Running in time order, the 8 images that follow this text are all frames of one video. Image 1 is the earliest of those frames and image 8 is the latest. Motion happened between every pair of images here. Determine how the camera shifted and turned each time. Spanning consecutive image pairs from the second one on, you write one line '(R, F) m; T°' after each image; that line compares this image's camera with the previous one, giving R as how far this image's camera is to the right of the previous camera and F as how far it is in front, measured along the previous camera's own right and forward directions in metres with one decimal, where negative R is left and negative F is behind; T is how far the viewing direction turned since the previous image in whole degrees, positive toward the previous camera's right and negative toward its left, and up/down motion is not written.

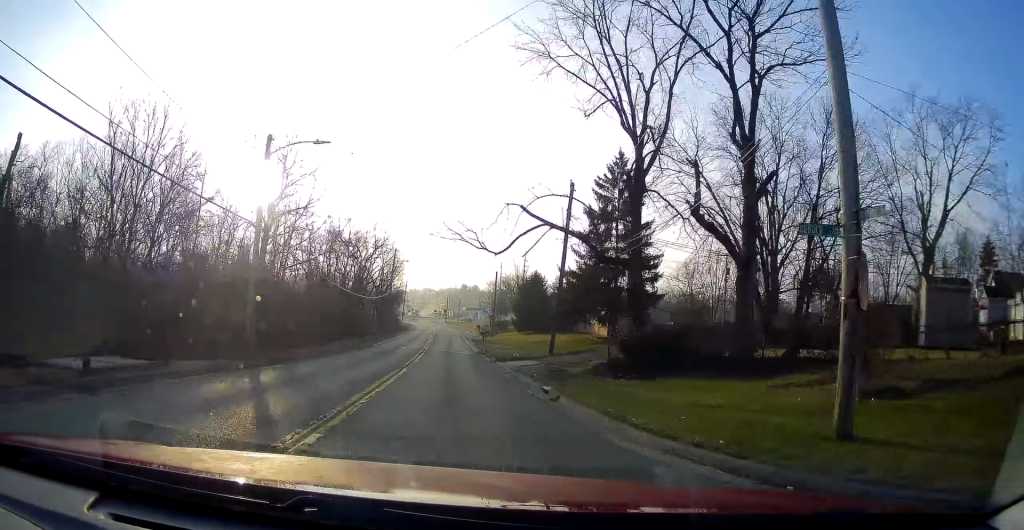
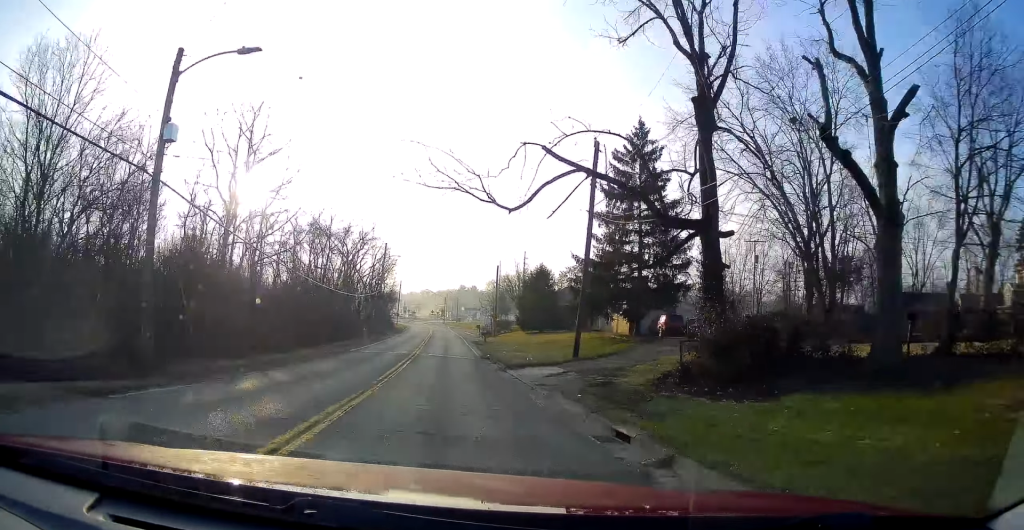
(-0.1, +7.6) m; 0°
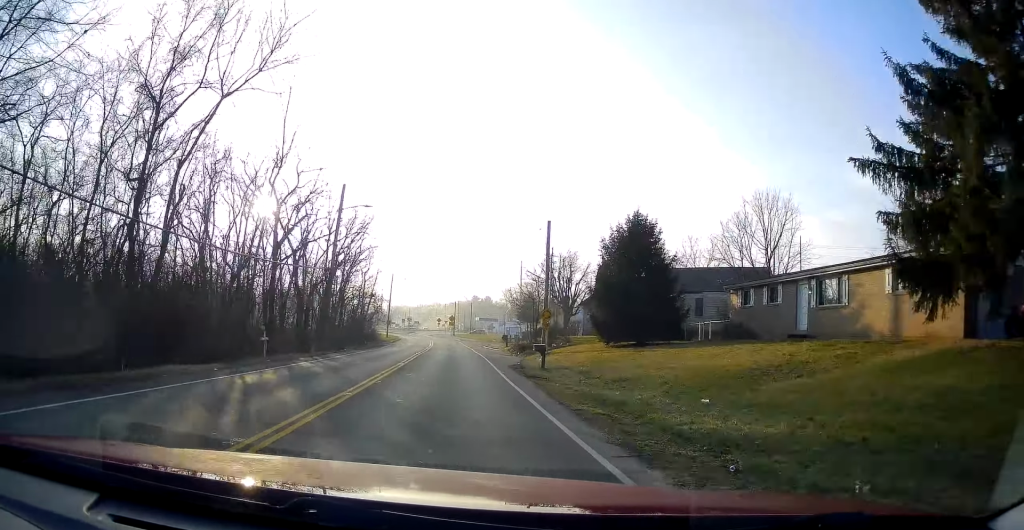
(+0.2, +34.7) m; +1°
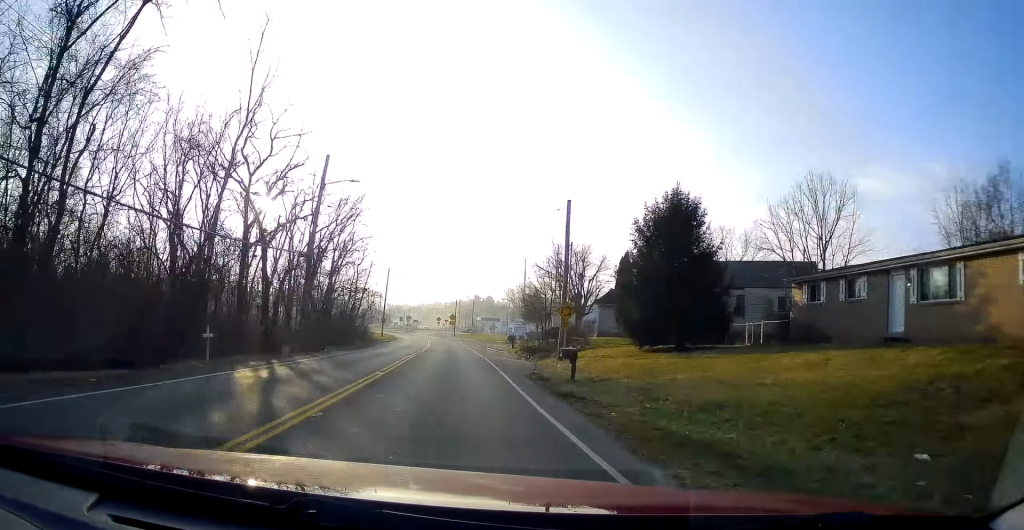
(+0.3, +6.6) m; +1°
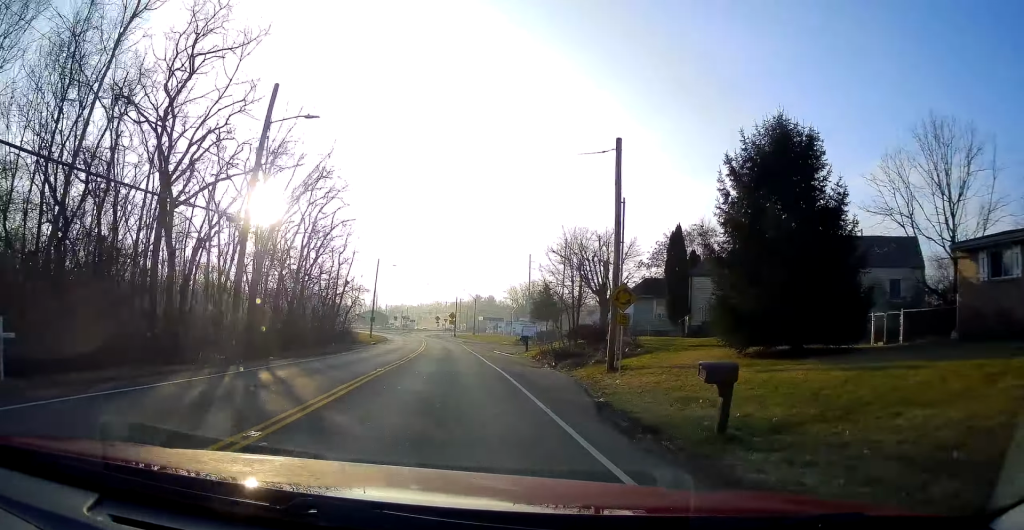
(-0.1, +11.1) m; -3°
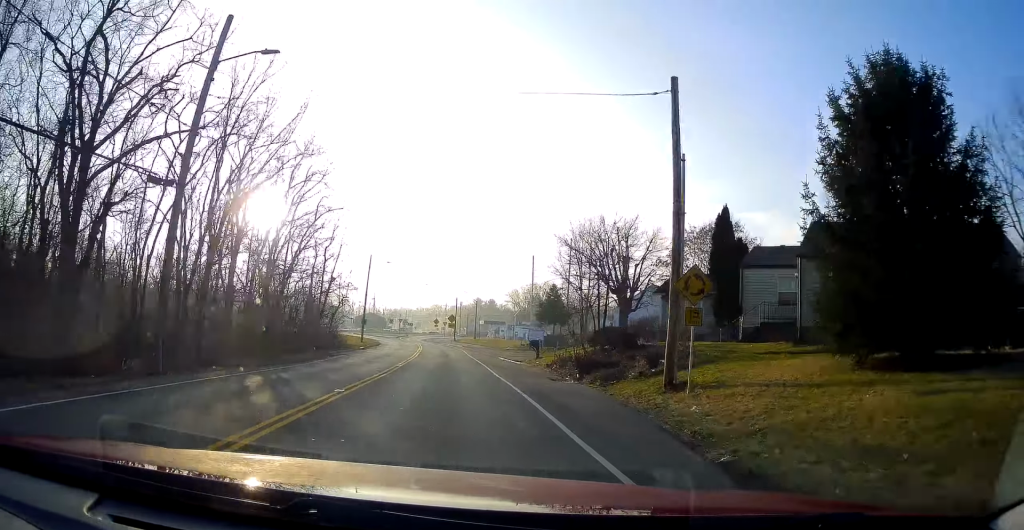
(+0.1, +6.5) m; -2°
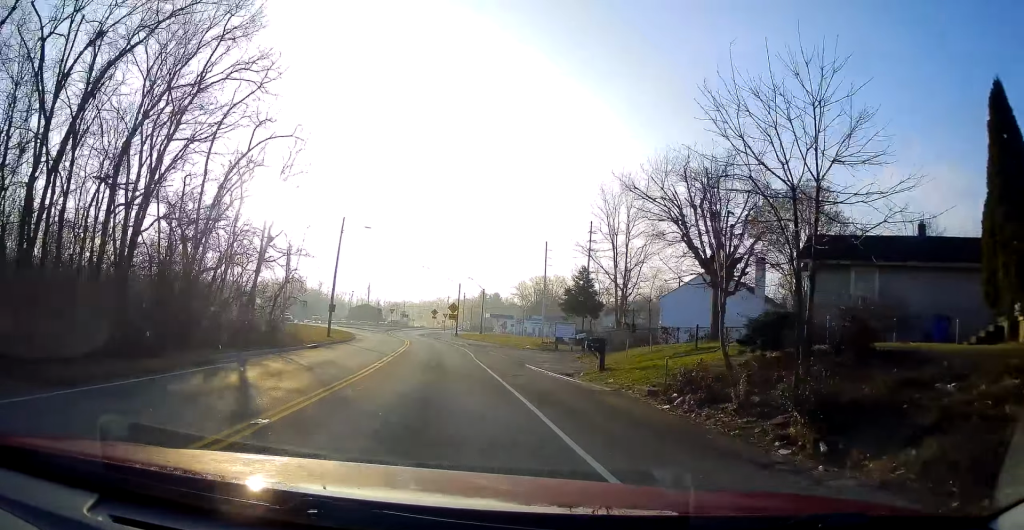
(-0.6, +17.6) m; +2°
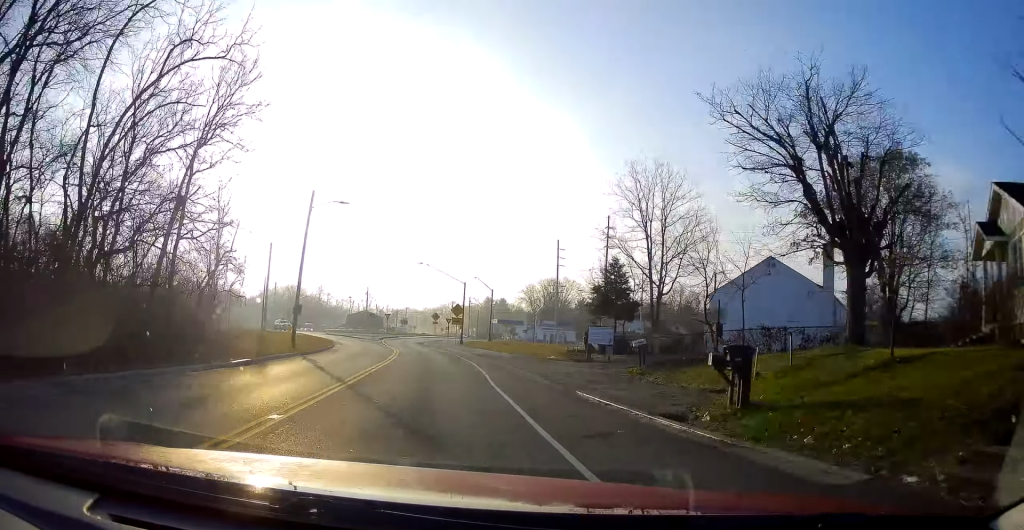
(+0.9, +11.5) m; +1°
